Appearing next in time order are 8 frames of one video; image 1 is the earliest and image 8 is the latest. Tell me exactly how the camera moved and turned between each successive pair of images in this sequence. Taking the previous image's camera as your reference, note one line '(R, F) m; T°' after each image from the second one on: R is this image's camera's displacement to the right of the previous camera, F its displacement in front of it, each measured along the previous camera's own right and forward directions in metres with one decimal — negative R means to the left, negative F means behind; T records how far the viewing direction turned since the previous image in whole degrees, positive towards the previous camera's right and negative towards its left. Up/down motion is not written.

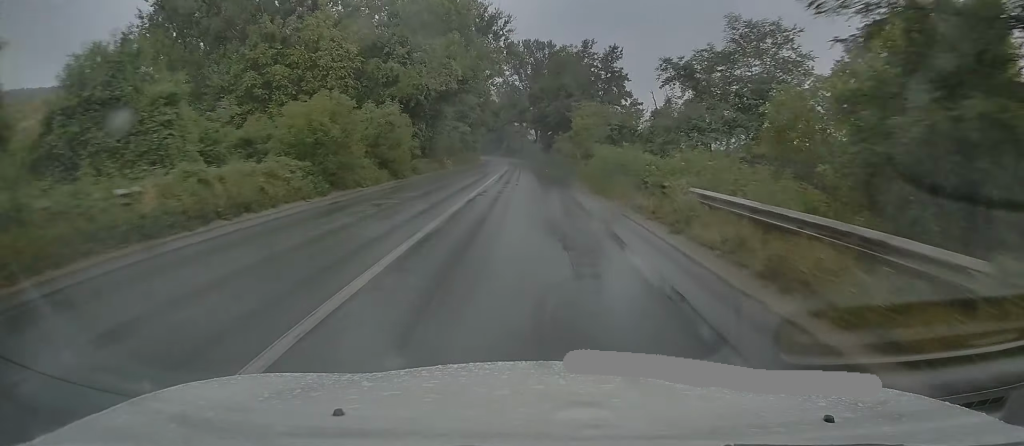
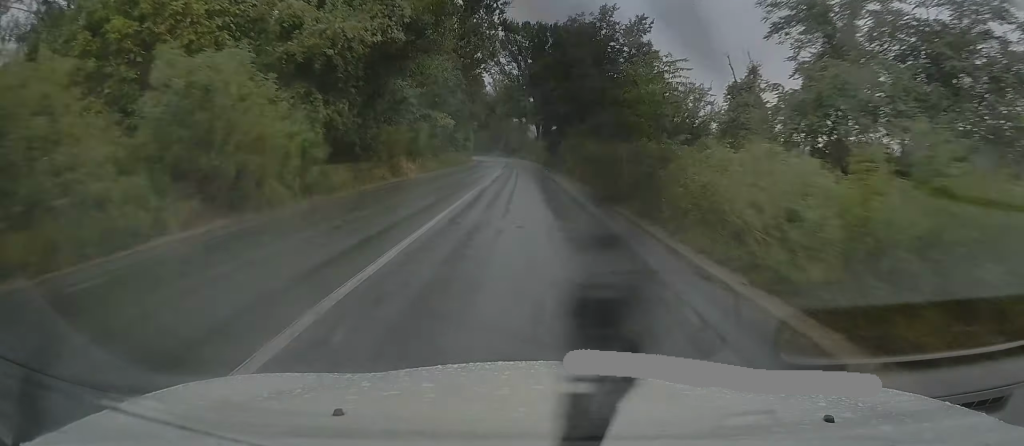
(-0.1, +15.4) m; 0°
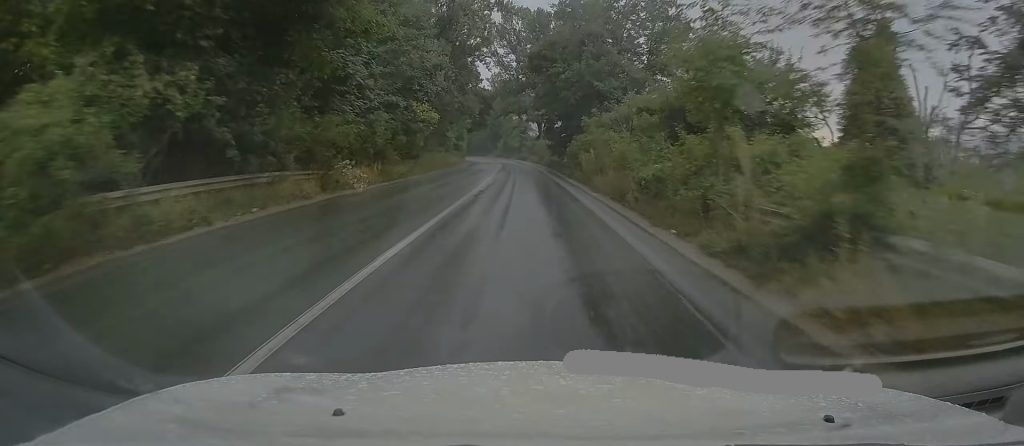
(-0.1, +9.8) m; 0°
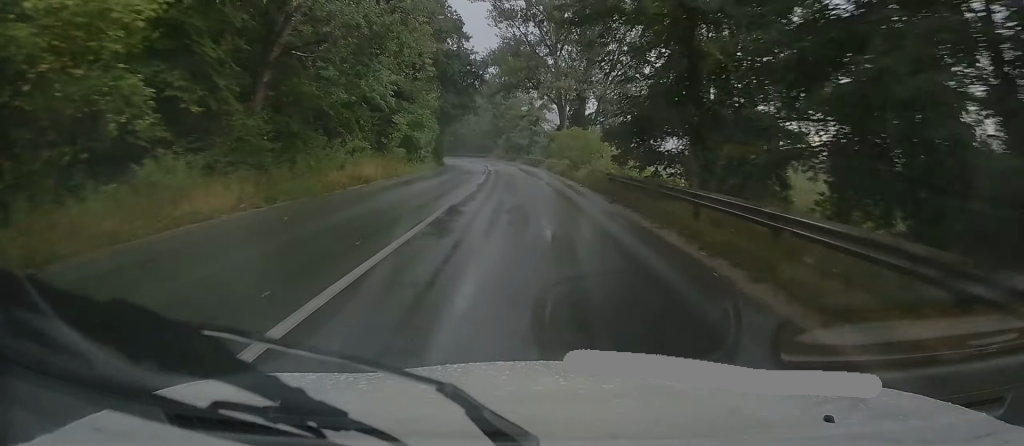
(-0.1, +36.3) m; -2°
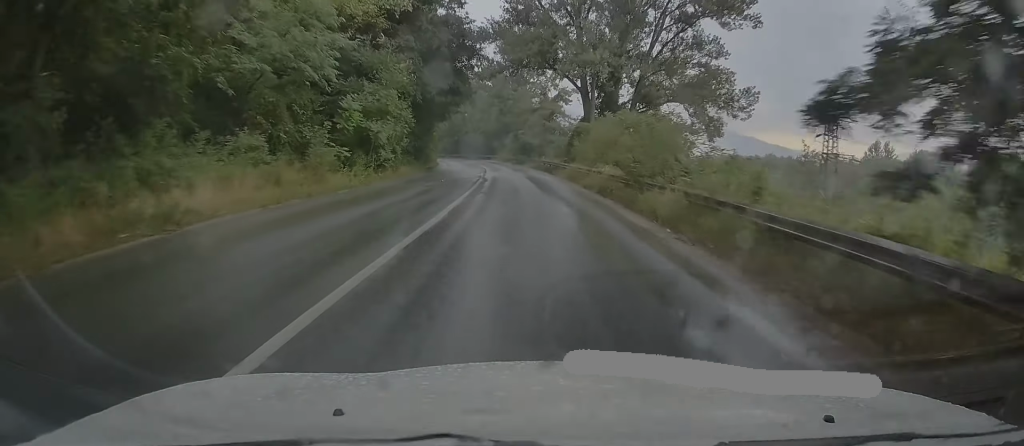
(-0.2, +14.6) m; 0°
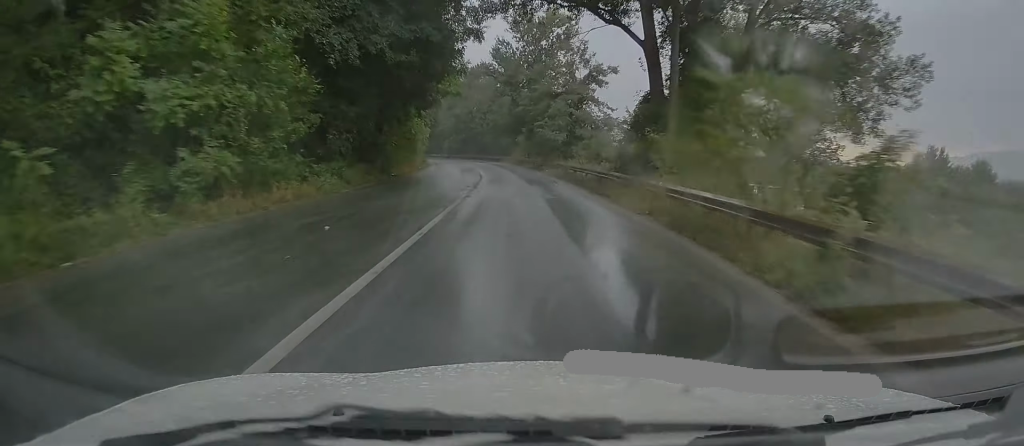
(+0.1, +18.3) m; 0°
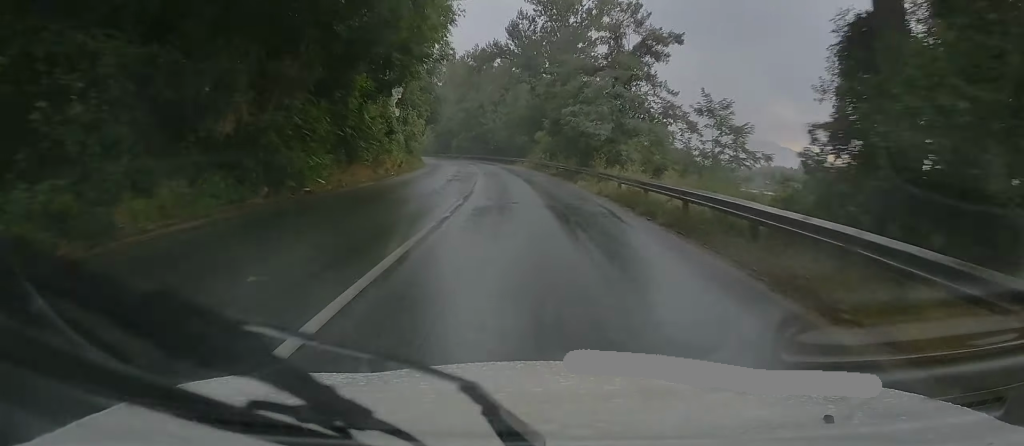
(0.0, +15.3) m; -1°
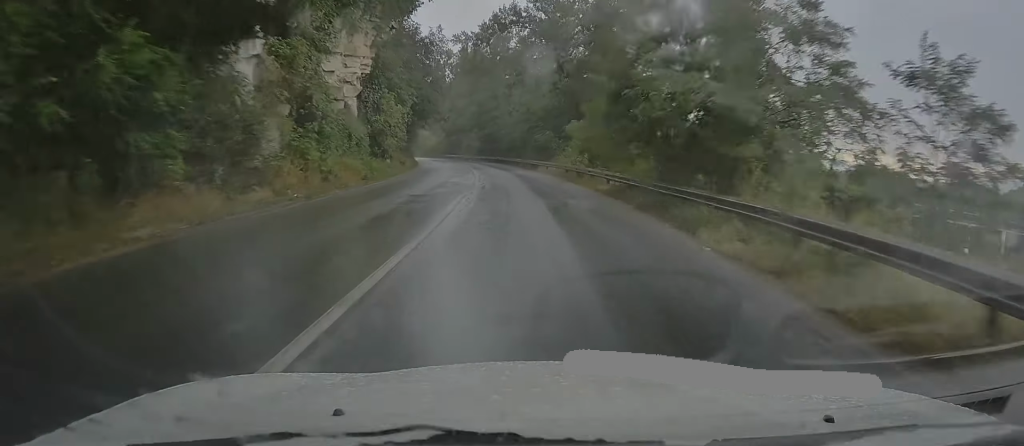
(-0.3, +16.5) m; -2°
